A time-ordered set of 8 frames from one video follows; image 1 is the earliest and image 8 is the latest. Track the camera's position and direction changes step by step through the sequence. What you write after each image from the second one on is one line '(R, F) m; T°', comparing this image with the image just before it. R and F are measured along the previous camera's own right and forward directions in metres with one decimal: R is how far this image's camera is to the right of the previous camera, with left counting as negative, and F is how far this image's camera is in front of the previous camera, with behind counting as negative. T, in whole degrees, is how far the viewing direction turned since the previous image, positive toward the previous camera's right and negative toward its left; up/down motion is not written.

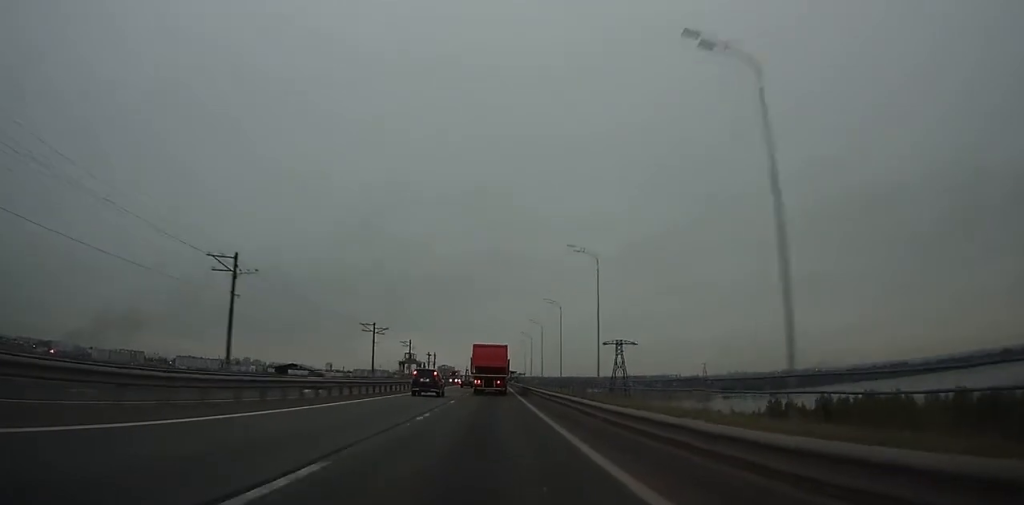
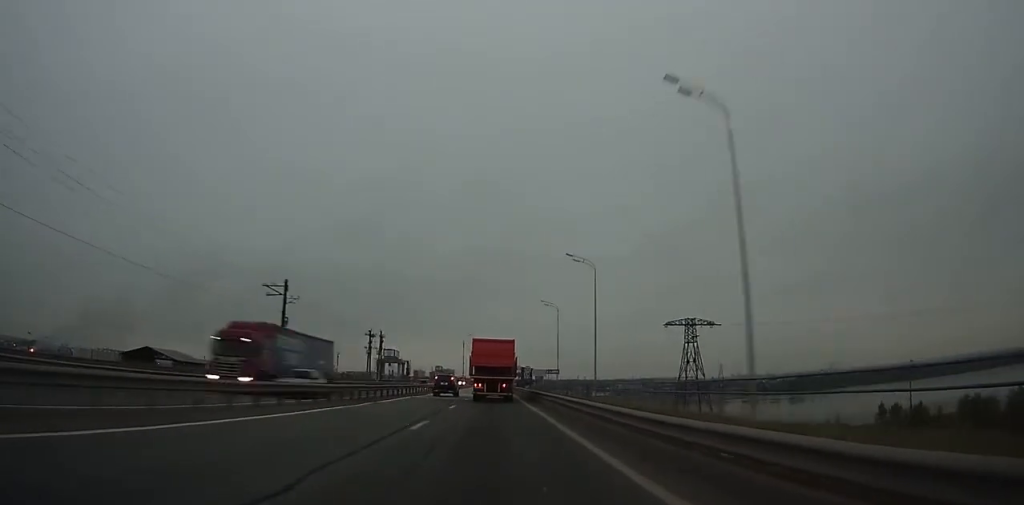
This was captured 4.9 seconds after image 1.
(0.0, +88.2) m; 0°
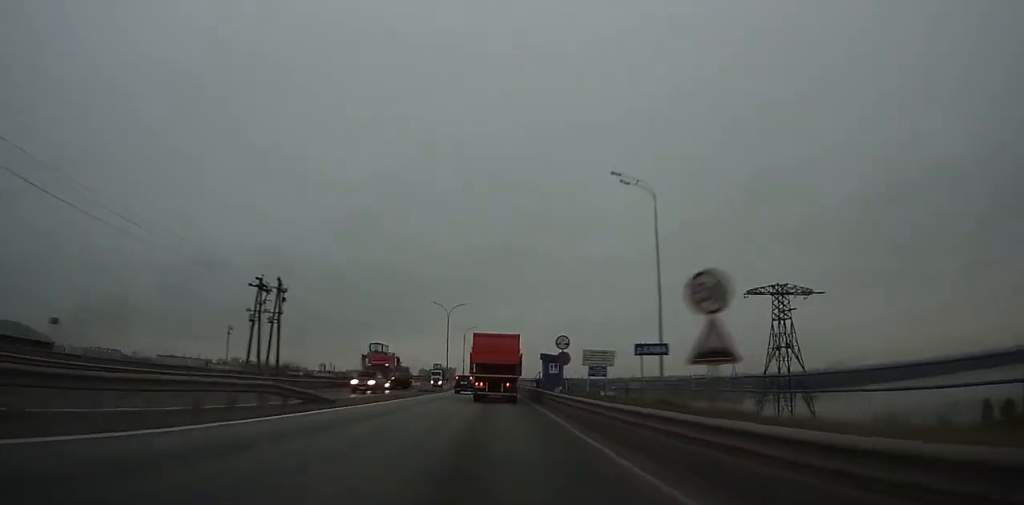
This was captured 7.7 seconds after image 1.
(0.0, +48.0) m; 0°
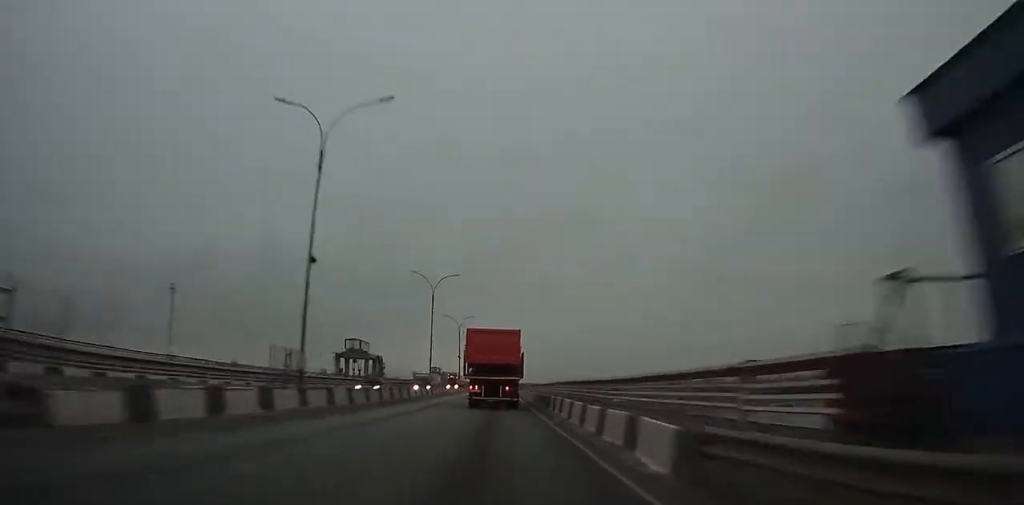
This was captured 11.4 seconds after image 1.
(-0.1, +61.6) m; 0°
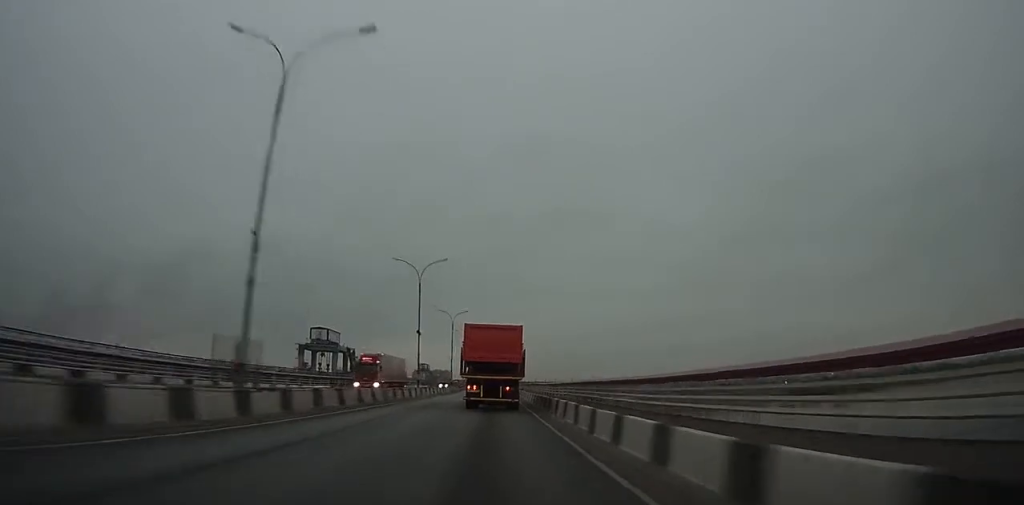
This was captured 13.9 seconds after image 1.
(-0.2, +40.9) m; 0°
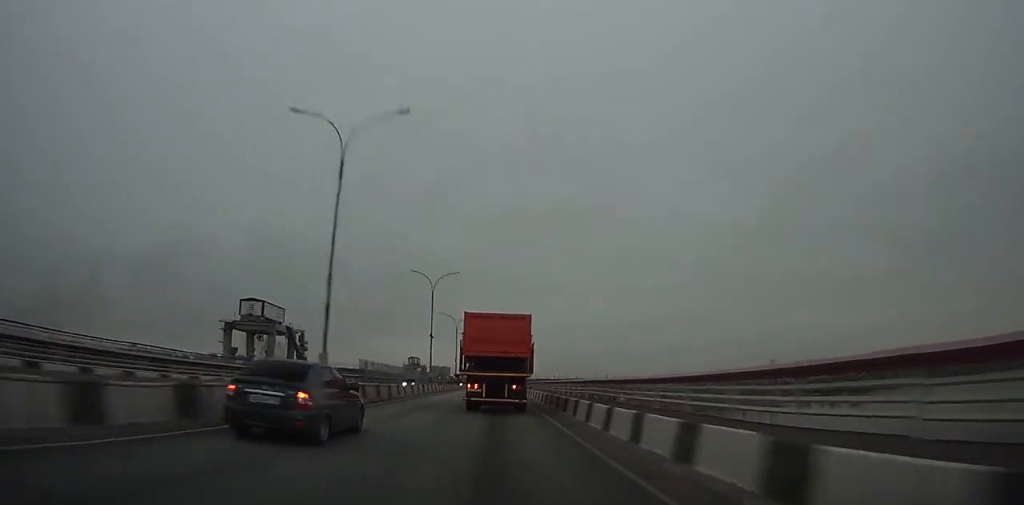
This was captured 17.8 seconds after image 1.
(+0.5, +62.7) m; 0°
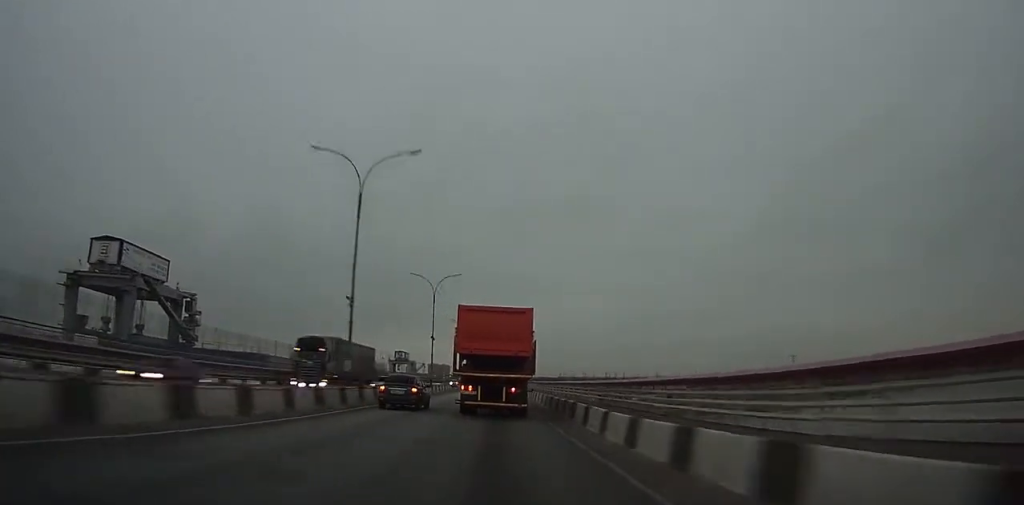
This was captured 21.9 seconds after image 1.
(-0.2, +64.8) m; 0°
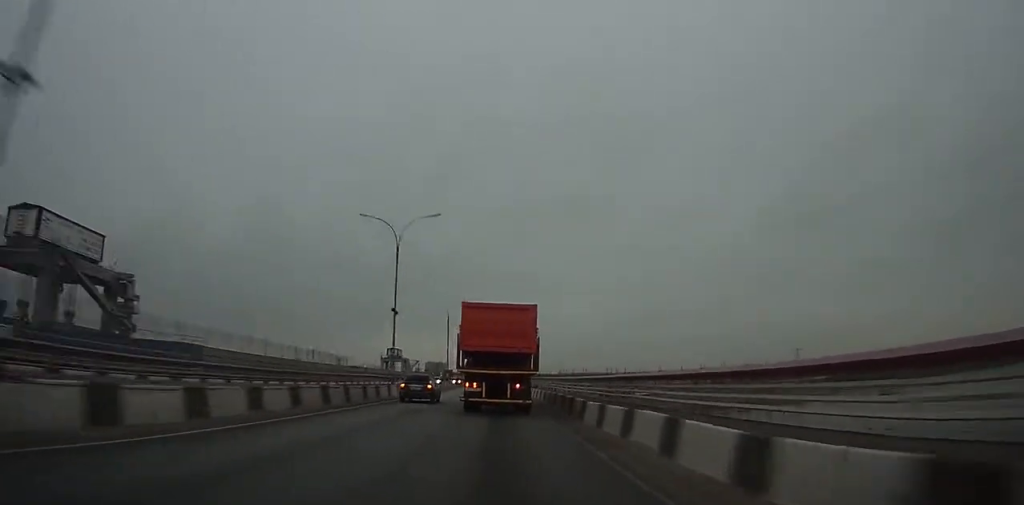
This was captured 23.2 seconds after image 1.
(0.0, +20.3) m; 0°
